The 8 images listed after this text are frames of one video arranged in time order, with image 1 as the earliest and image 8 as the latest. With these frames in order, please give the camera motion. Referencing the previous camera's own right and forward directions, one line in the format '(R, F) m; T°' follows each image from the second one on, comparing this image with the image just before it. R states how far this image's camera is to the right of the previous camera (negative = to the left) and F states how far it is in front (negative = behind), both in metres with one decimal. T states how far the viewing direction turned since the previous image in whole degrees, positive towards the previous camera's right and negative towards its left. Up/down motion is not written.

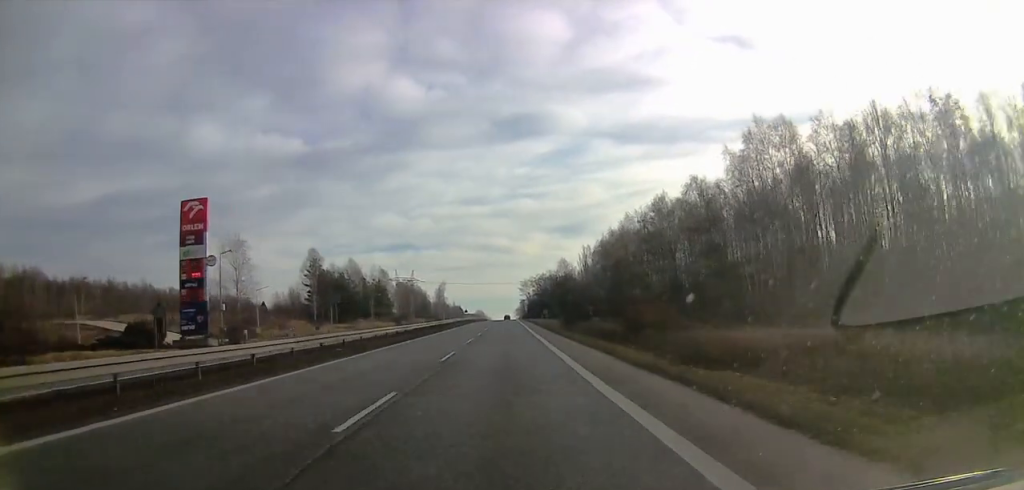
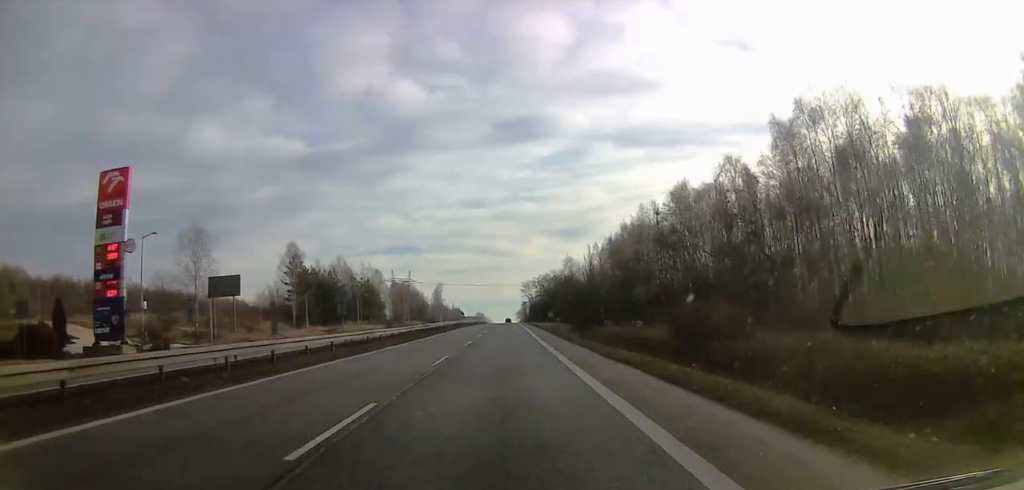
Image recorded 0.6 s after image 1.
(-0.1, +13.1) m; 0°
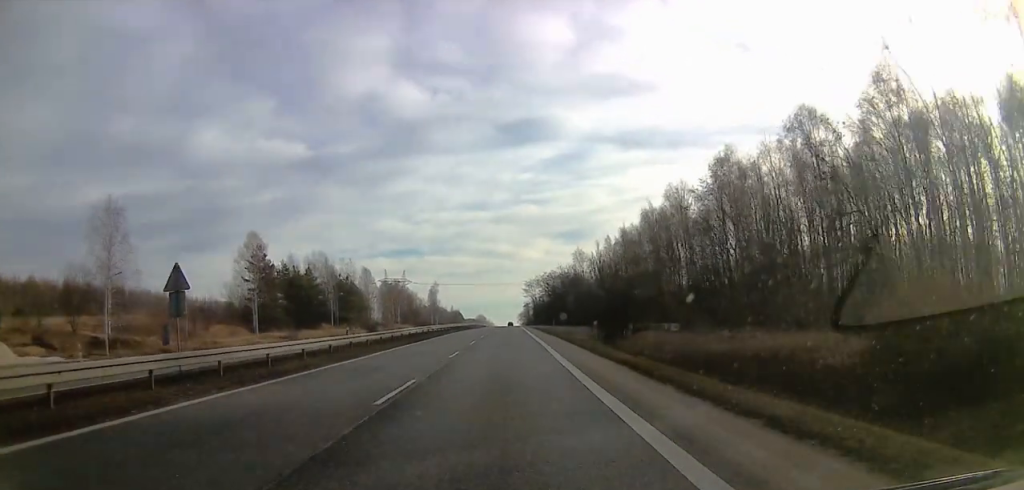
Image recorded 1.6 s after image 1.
(0.0, +19.8) m; 0°
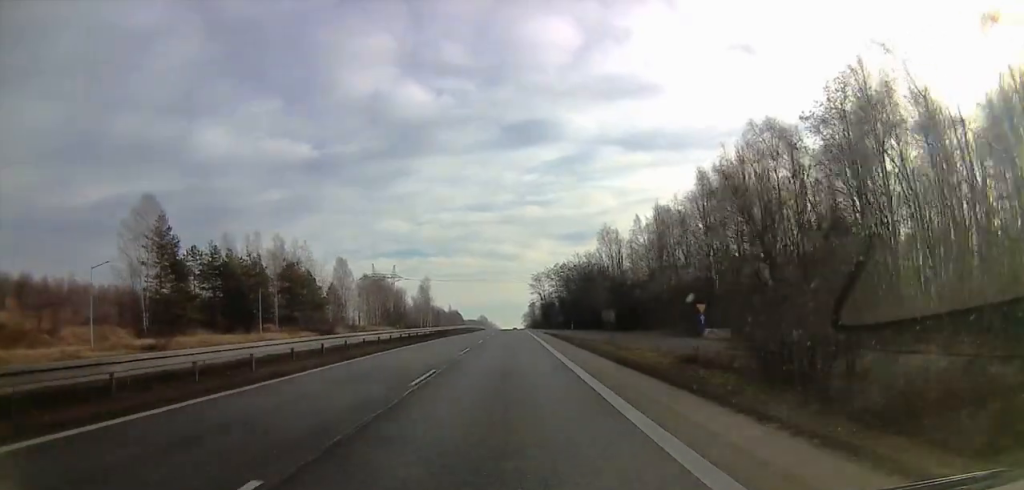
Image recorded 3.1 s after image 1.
(-0.1, +29.4) m; 0°
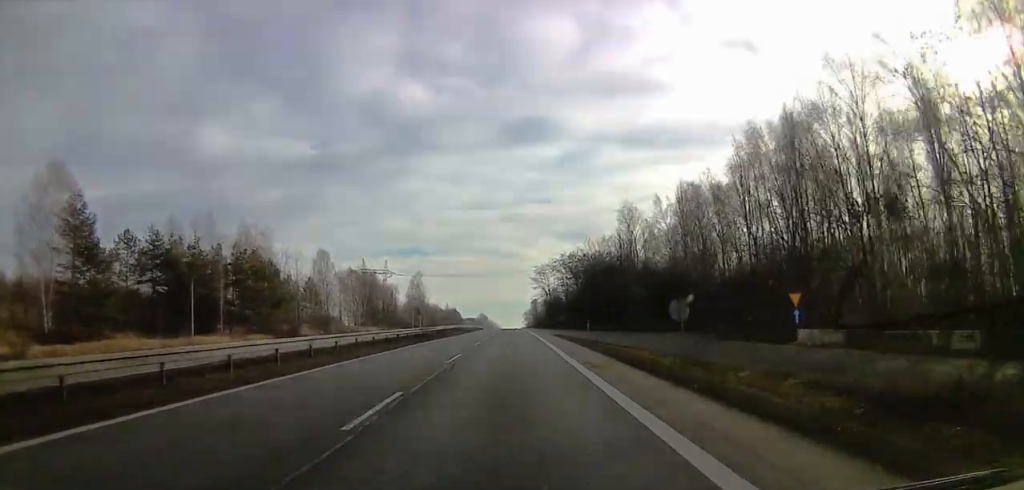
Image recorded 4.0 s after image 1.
(0.0, +16.4) m; 0°
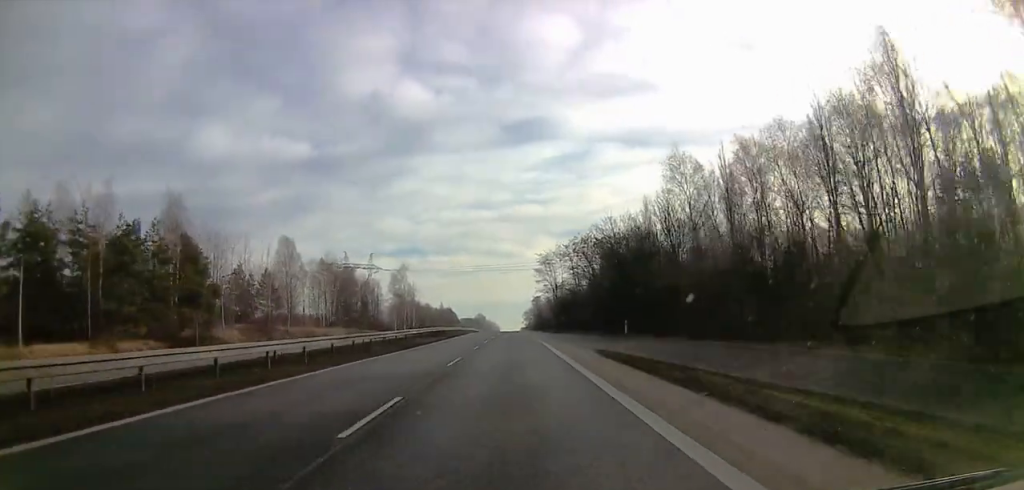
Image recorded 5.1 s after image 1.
(+0.1, +25.6) m; 0°
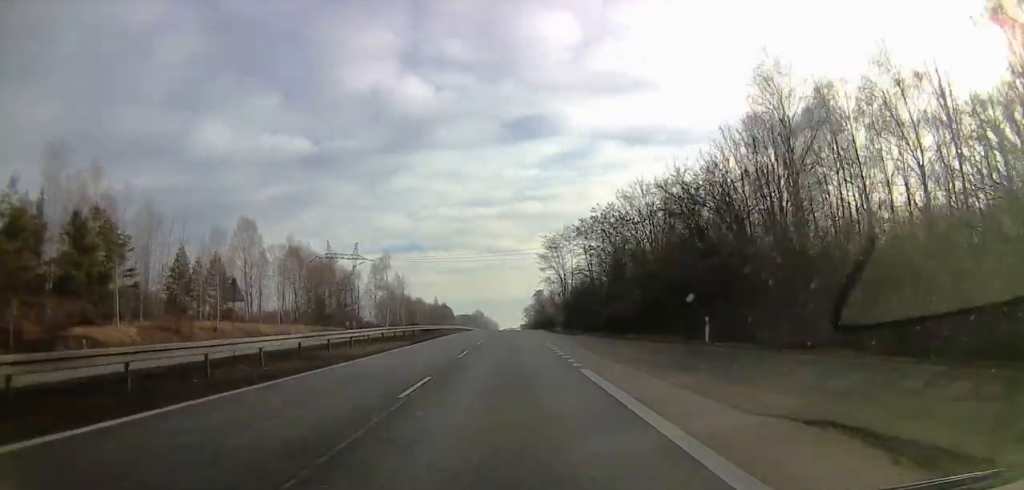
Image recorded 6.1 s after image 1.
(0.0, +22.7) m; 0°
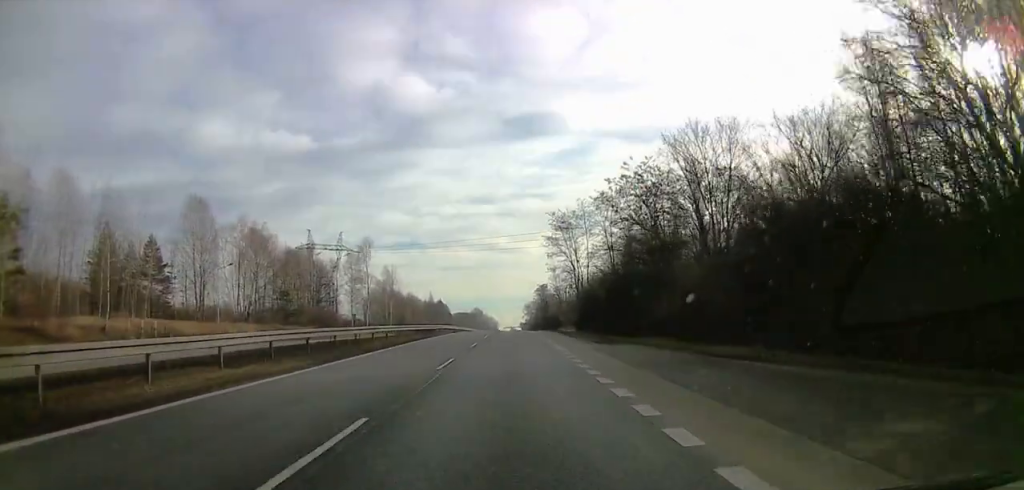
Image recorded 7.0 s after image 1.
(0.0, +19.0) m; 0°
